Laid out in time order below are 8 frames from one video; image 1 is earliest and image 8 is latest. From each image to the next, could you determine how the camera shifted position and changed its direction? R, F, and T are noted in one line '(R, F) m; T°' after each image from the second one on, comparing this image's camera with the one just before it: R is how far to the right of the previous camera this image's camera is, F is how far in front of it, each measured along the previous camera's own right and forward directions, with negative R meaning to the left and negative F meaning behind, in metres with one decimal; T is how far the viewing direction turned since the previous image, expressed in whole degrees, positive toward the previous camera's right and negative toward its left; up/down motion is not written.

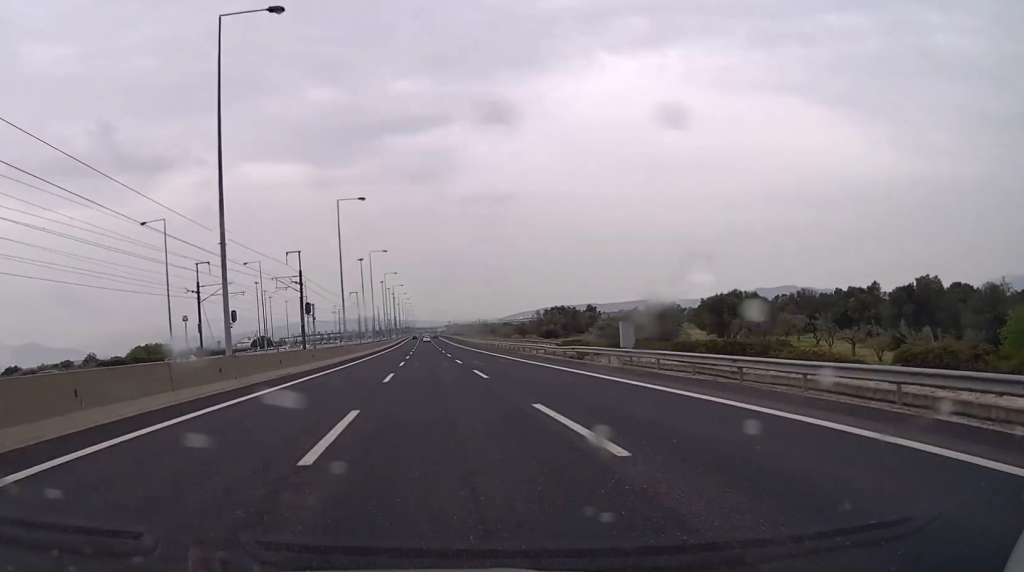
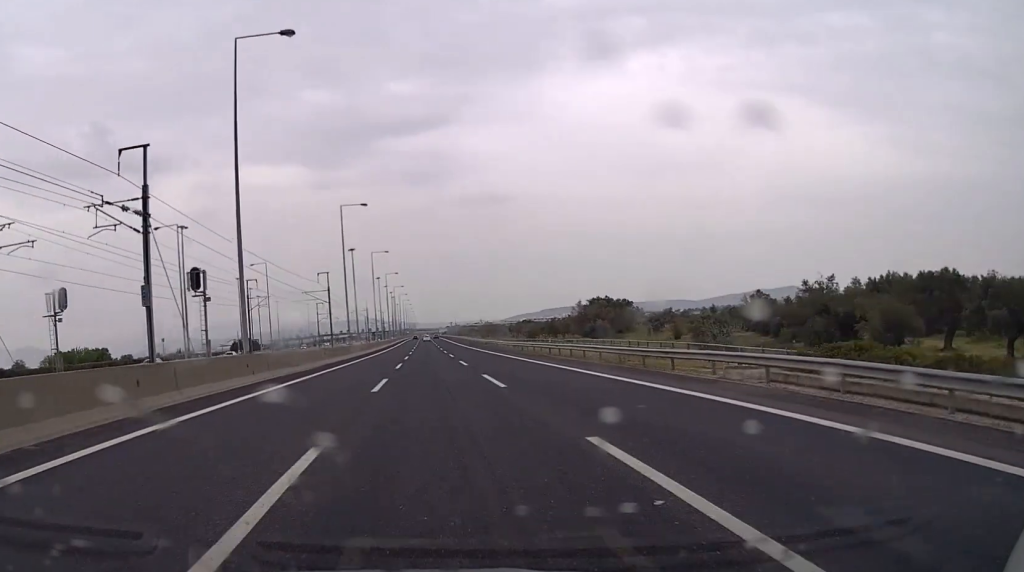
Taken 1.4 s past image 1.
(0.0, +41.7) m; 0°
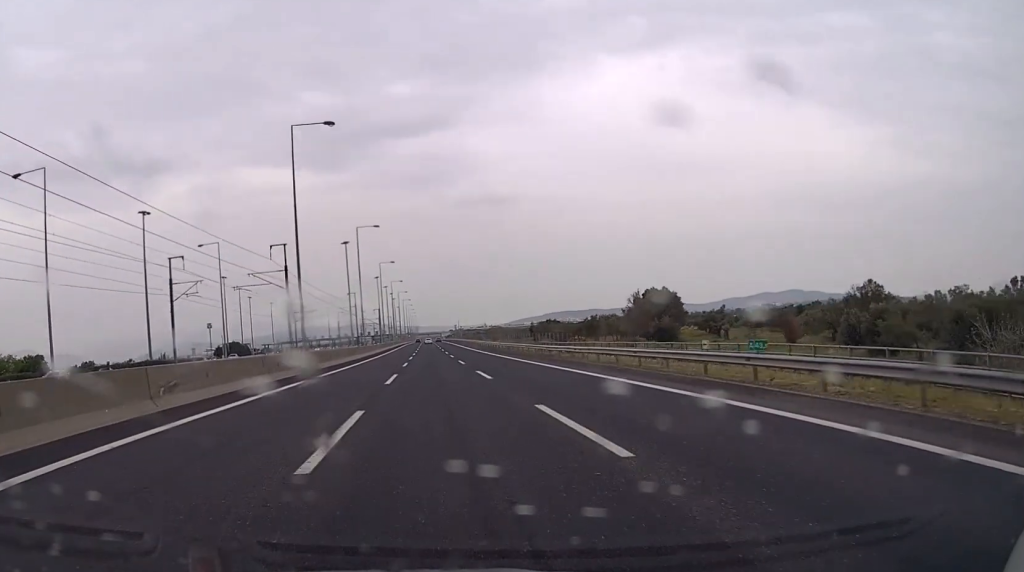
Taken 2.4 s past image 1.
(0.0, +30.7) m; 0°
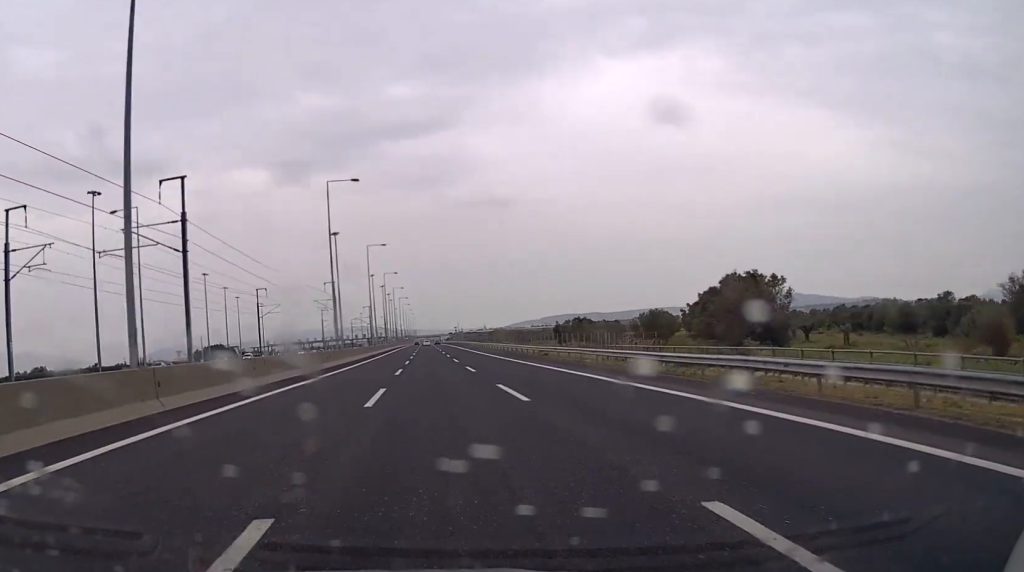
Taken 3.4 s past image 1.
(0.0, +27.7) m; 0°
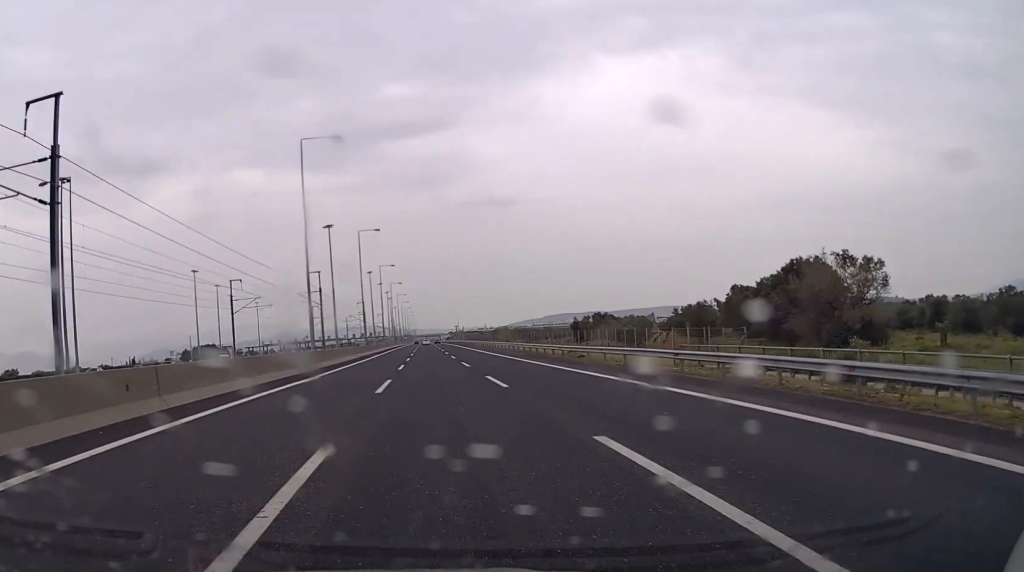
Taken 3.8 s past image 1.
(0.0, +13.8) m; 0°
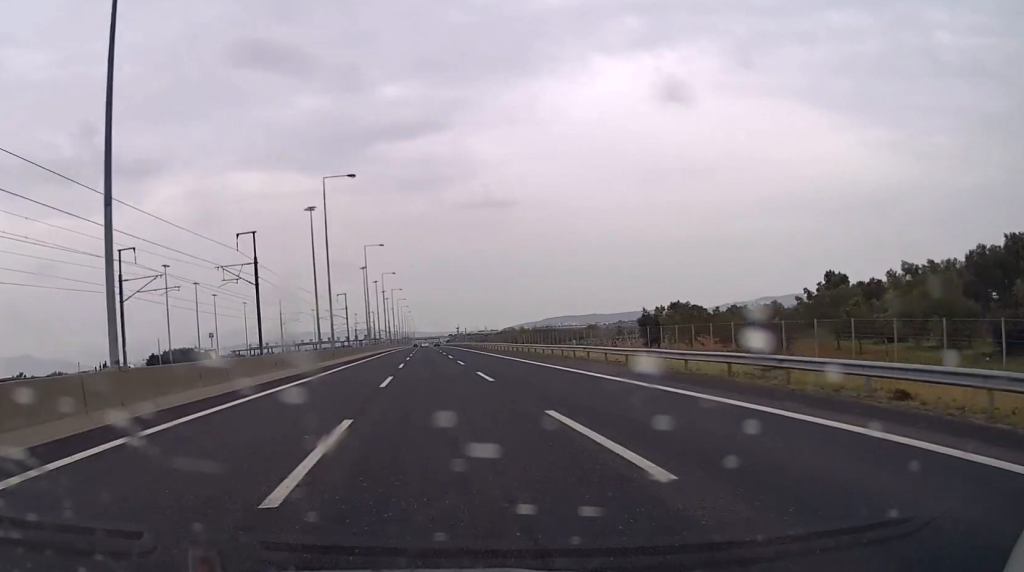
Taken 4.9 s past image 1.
(0.0, +32.6) m; 0°
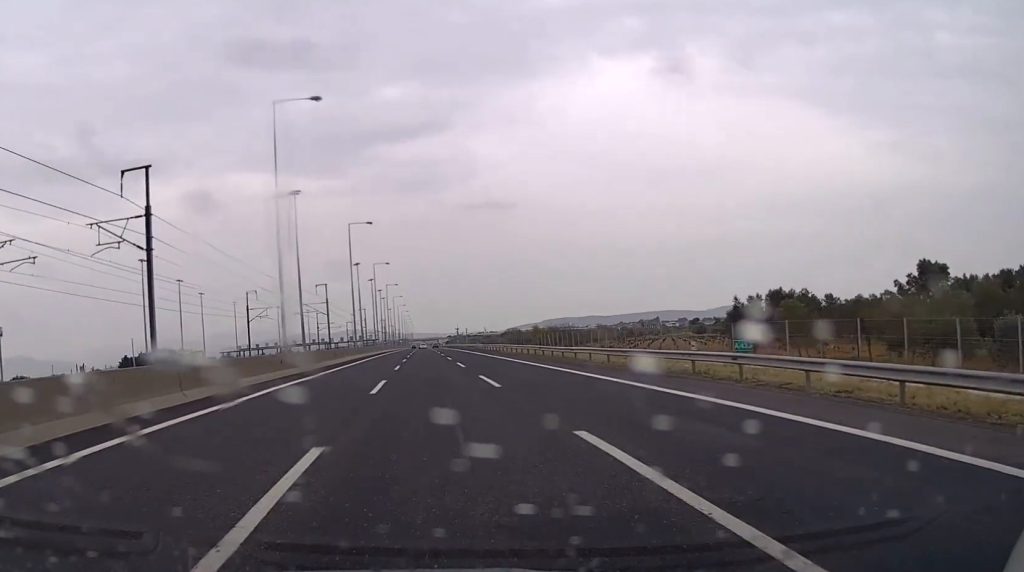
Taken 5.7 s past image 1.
(0.0, +21.7) m; 0°
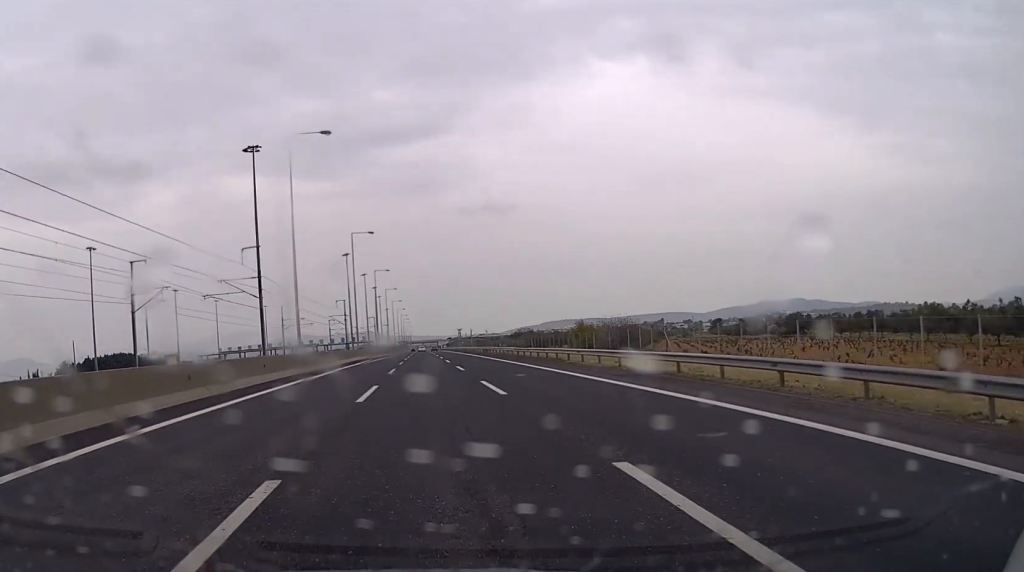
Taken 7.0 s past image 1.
(0.0, +38.5) m; 0°
